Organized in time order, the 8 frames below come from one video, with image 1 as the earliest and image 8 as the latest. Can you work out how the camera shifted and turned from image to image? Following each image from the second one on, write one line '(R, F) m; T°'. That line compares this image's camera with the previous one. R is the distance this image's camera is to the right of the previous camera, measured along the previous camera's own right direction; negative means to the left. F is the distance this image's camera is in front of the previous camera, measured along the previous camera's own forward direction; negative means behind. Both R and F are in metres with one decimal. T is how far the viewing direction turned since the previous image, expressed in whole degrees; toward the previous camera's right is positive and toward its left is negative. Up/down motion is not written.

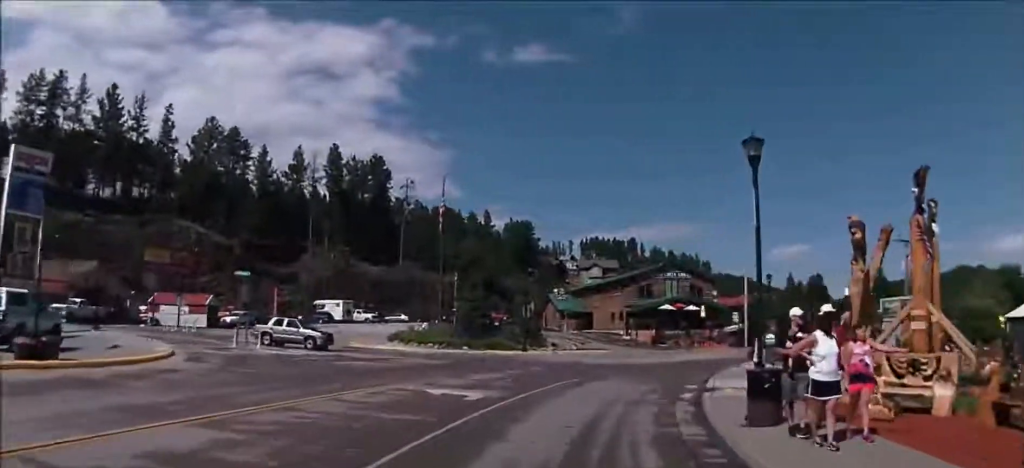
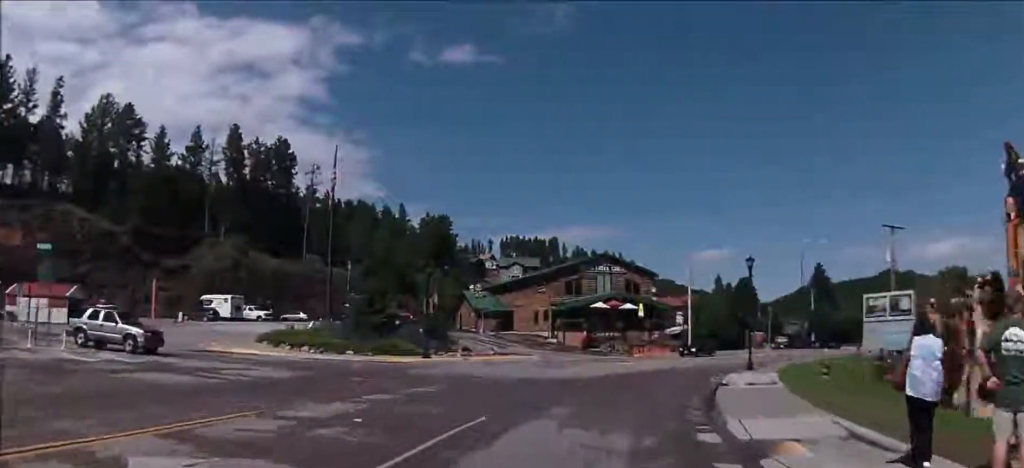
(+1.8, +11.0) m; +10°
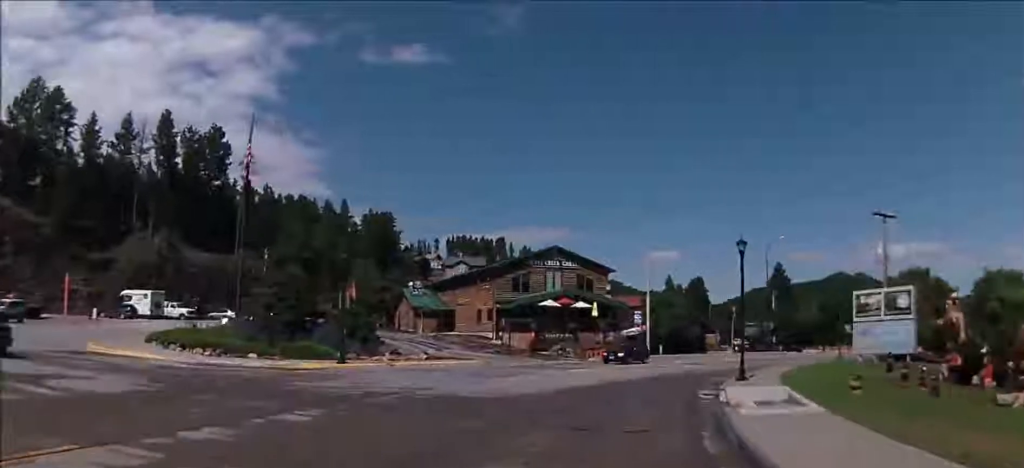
(+0.1, +6.8) m; +2°
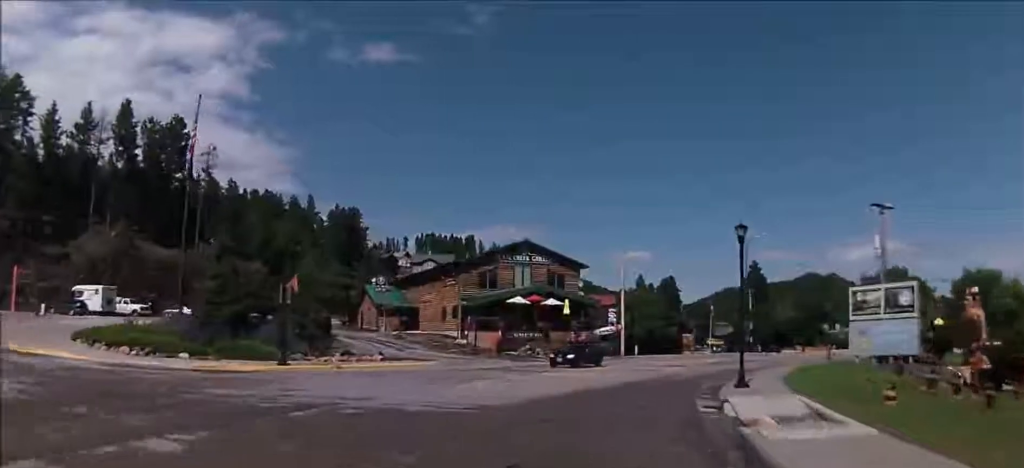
(-0.1, +3.8) m; +2°
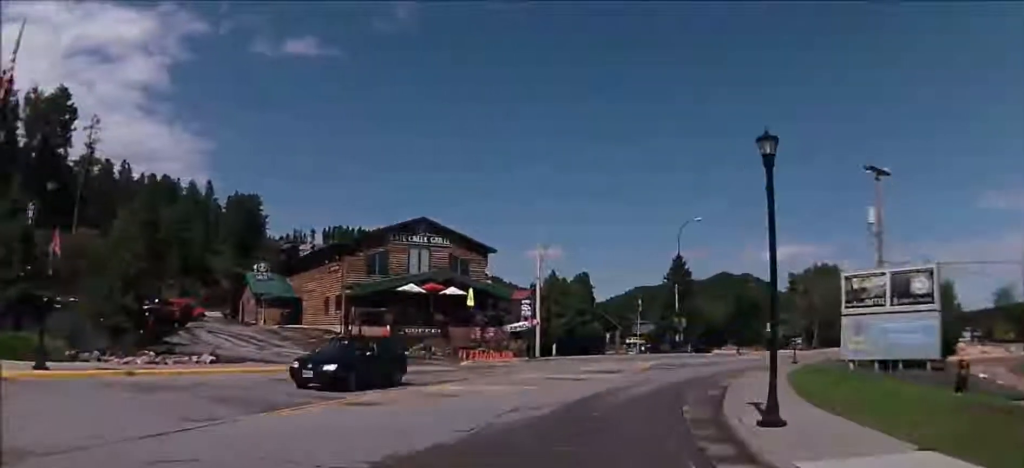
(+0.6, +10.1) m; +9°
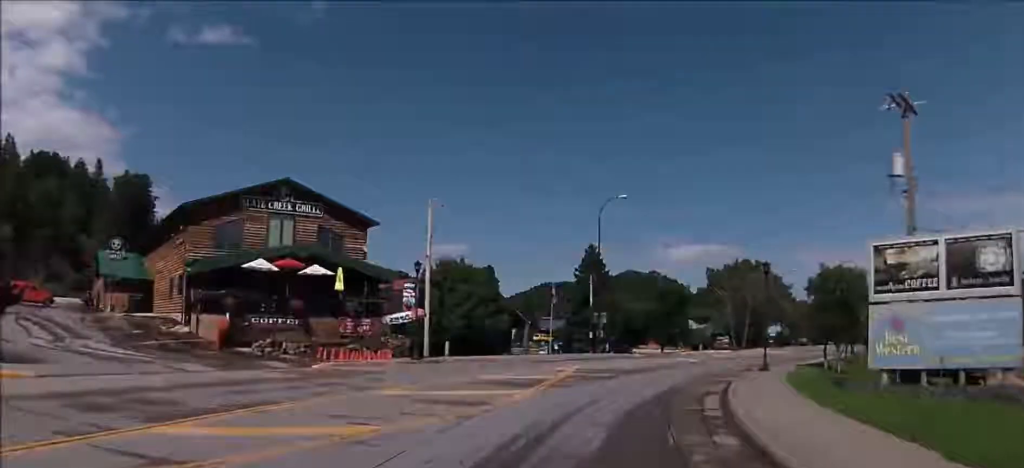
(+0.9, +10.6) m; +6°
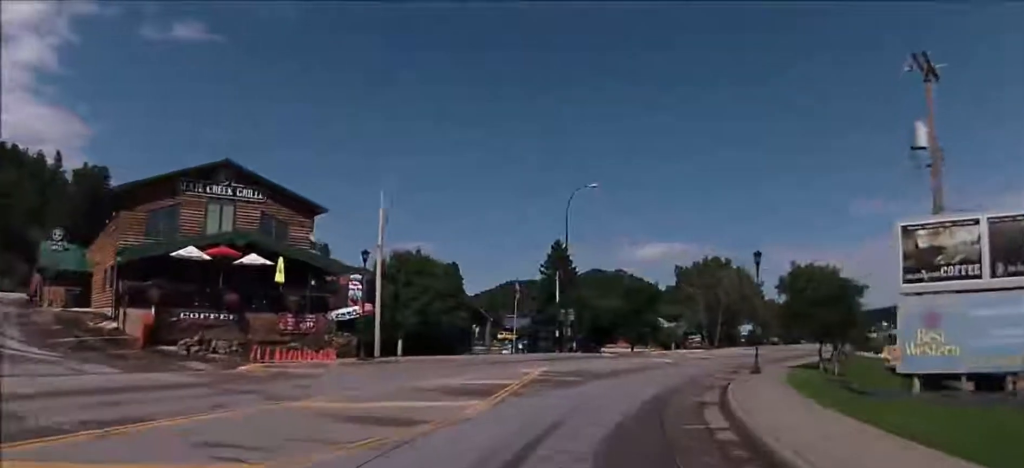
(-0.1, +3.8) m; +3°
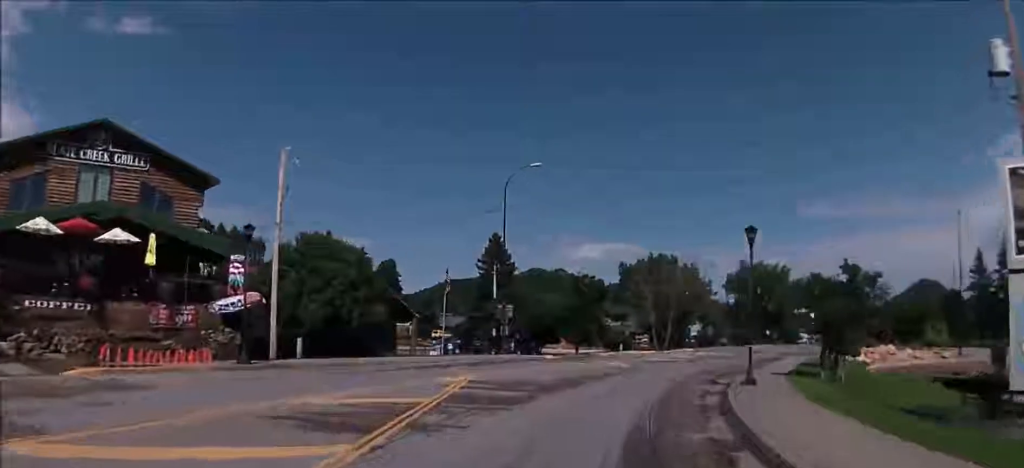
(+0.3, +6.8) m; +6°
